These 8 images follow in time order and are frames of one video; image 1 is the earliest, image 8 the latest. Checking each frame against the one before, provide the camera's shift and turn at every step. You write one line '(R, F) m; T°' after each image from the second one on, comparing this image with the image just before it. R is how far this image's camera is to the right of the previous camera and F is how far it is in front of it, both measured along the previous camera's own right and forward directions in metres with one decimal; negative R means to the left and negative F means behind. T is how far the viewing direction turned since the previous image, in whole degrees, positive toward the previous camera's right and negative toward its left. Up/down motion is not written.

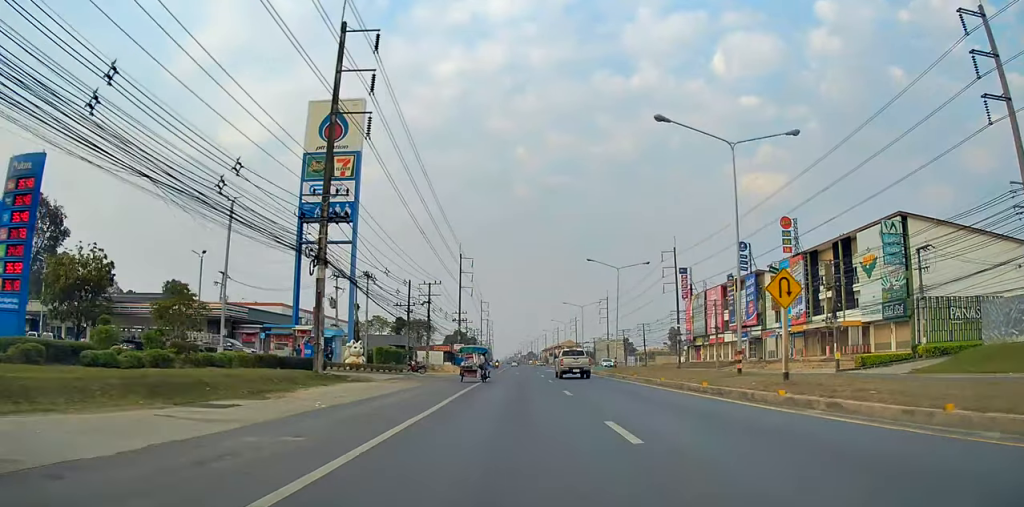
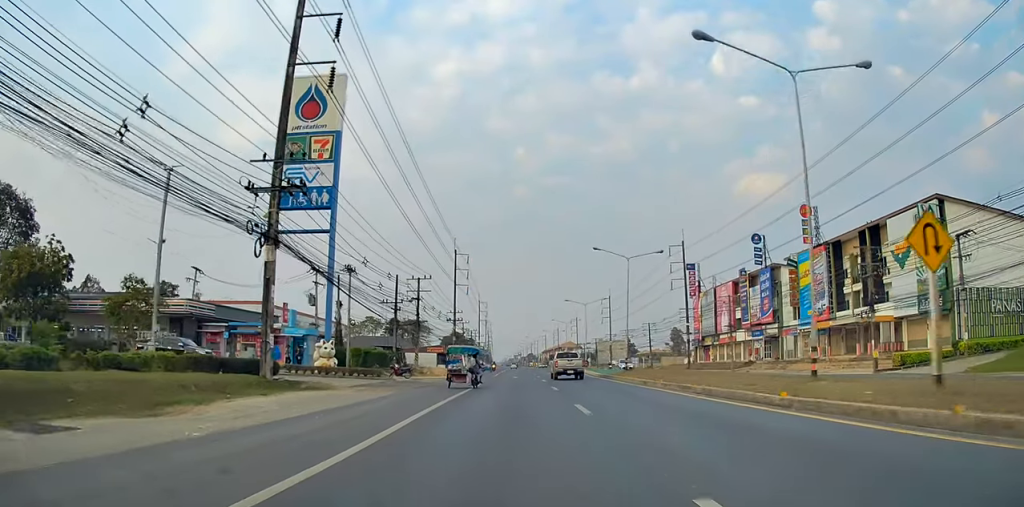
(0.0, +6.3) m; +1°
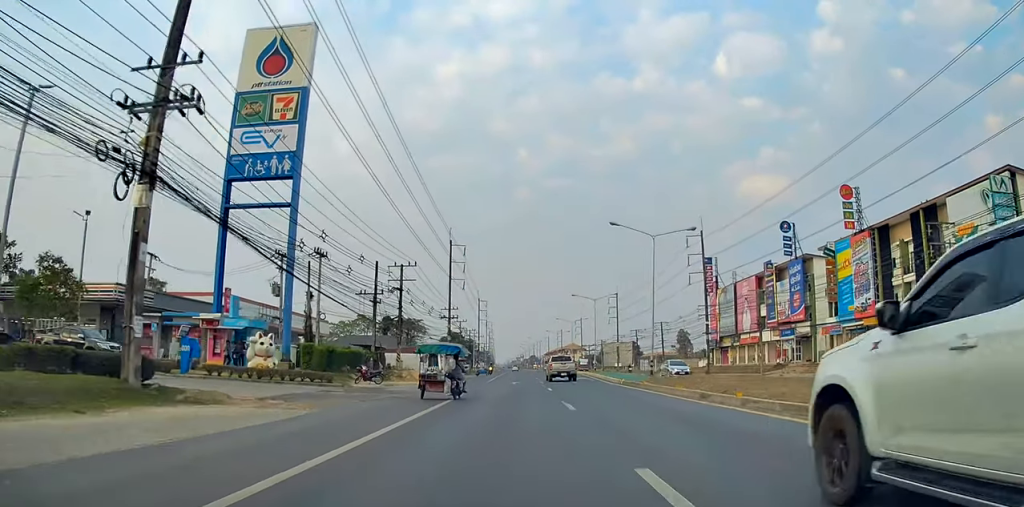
(+0.2, +9.6) m; 0°
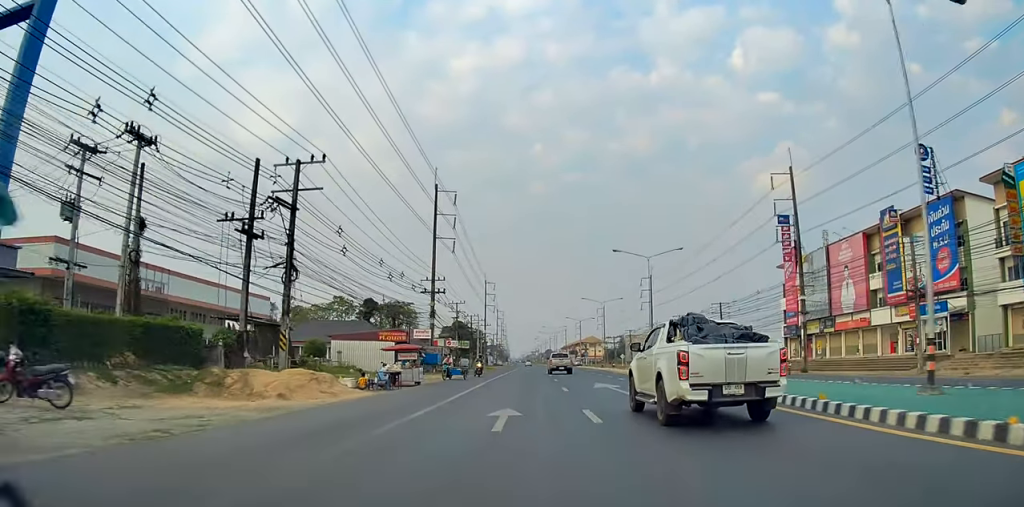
(0.0, +27.9) m; 0°
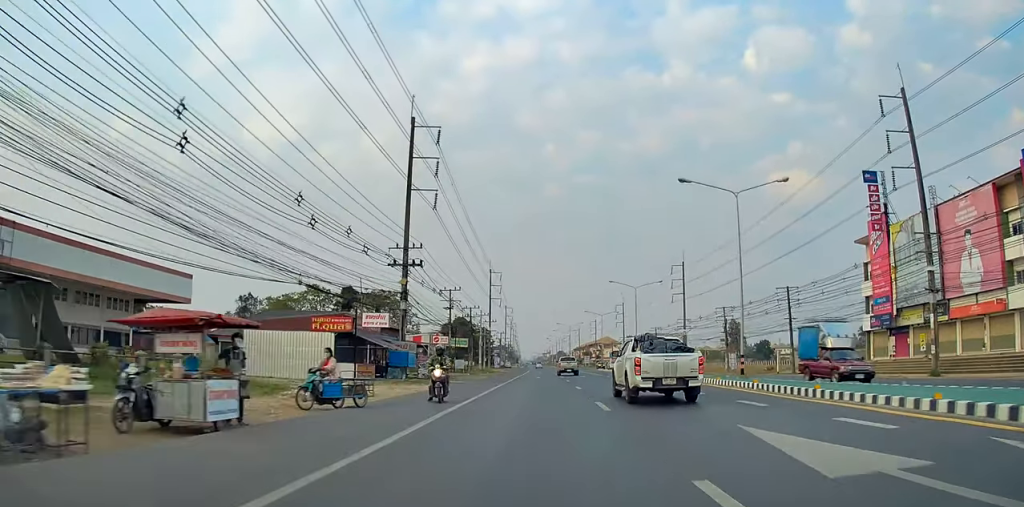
(-0.1, +19.9) m; -1°
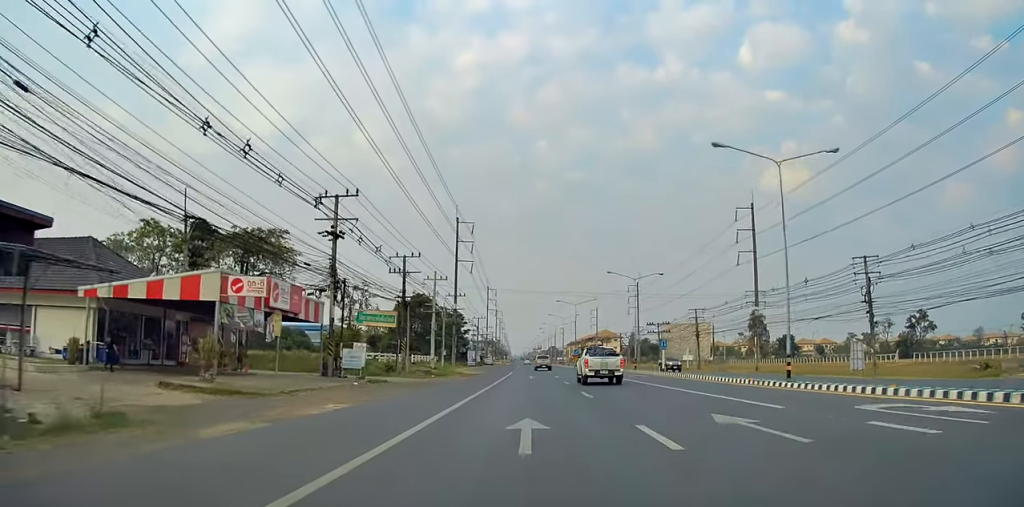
(-0.8, +42.0) m; -1°
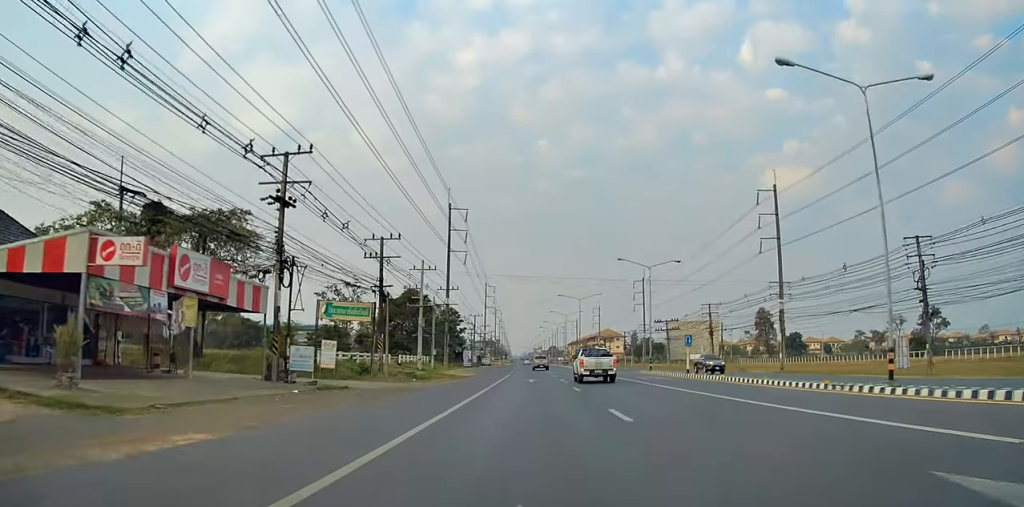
(+0.3, +7.4) m; +1°
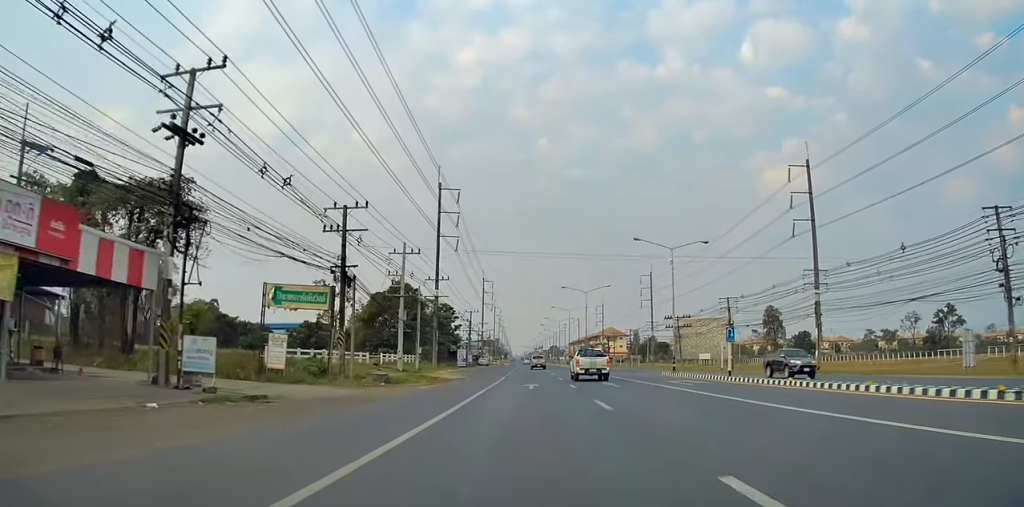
(+0.2, +9.1) m; +1°
